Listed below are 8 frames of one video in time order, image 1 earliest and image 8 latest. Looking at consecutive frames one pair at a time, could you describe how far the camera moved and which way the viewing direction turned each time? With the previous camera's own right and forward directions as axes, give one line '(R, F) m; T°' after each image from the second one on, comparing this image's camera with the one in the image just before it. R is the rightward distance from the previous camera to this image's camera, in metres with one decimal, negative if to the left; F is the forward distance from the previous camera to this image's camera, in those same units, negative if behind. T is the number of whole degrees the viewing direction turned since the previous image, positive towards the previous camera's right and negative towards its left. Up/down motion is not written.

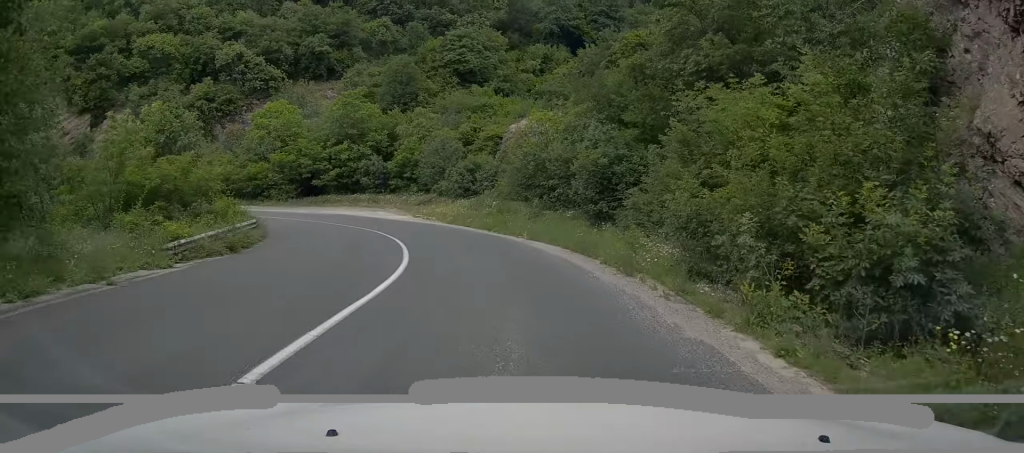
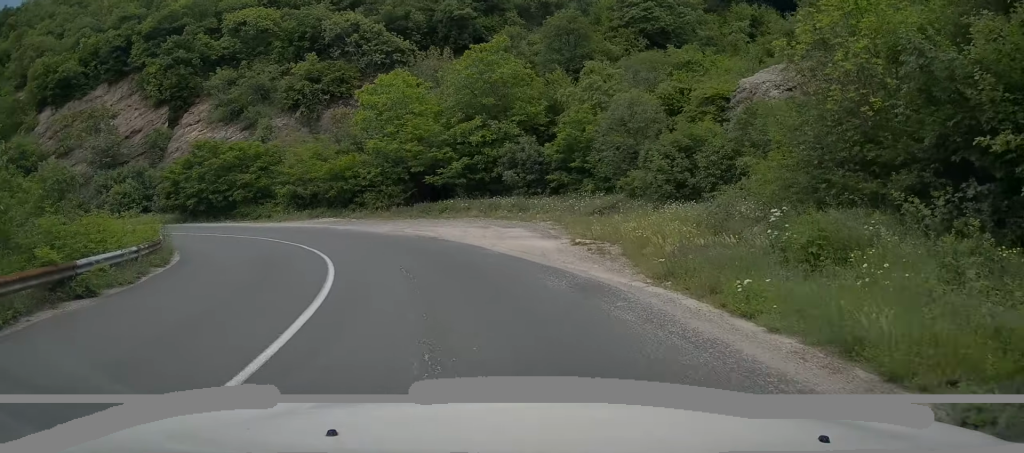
(-2.2, +19.1) m; -17°
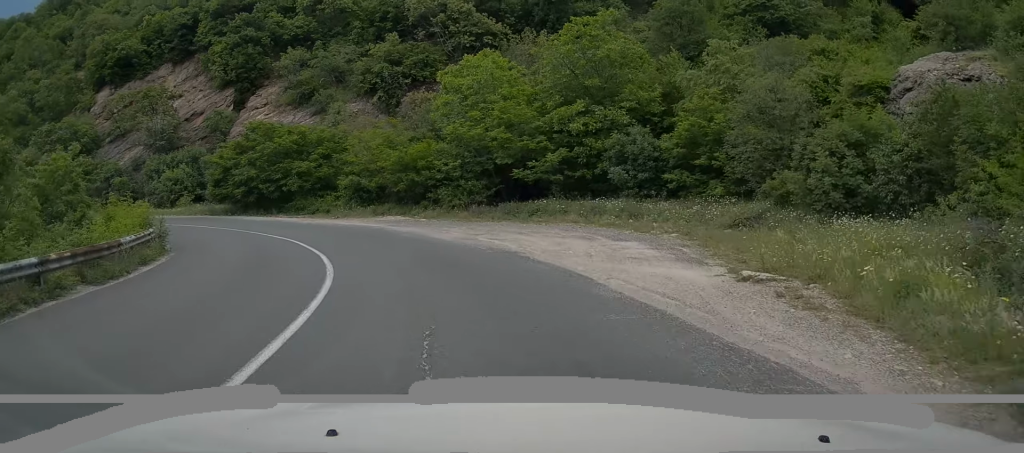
(-0.1, +5.9) m; -8°
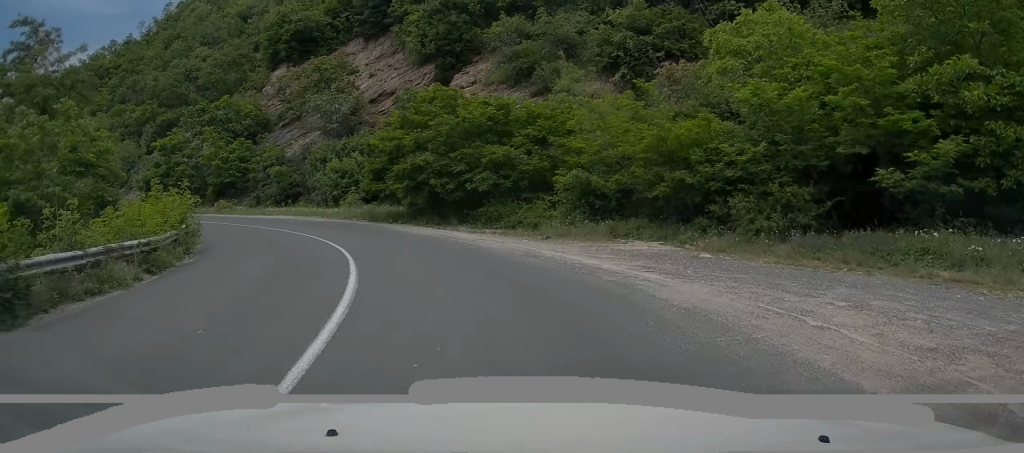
(-2.1, +12.5) m; -24°
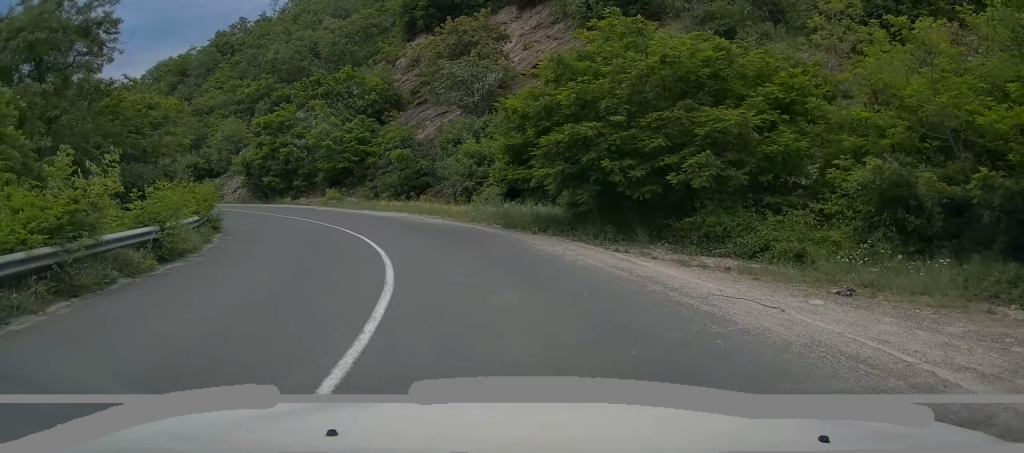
(-1.9, +9.3) m; -17°
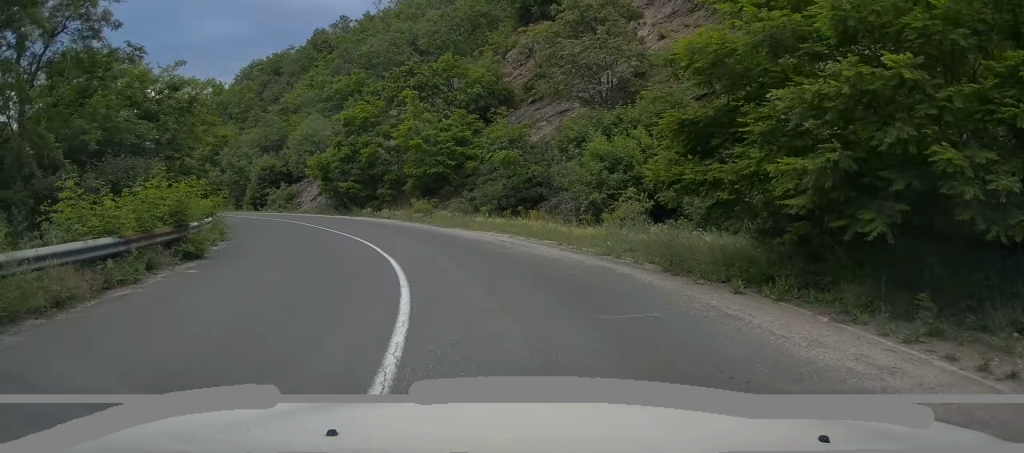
(-0.9, +7.5) m; -10°
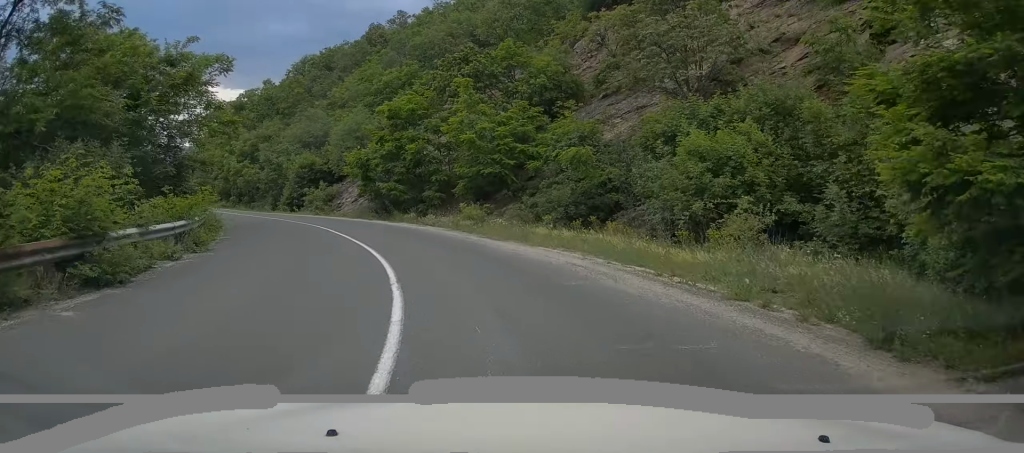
(0.0, +4.6) m; -6°
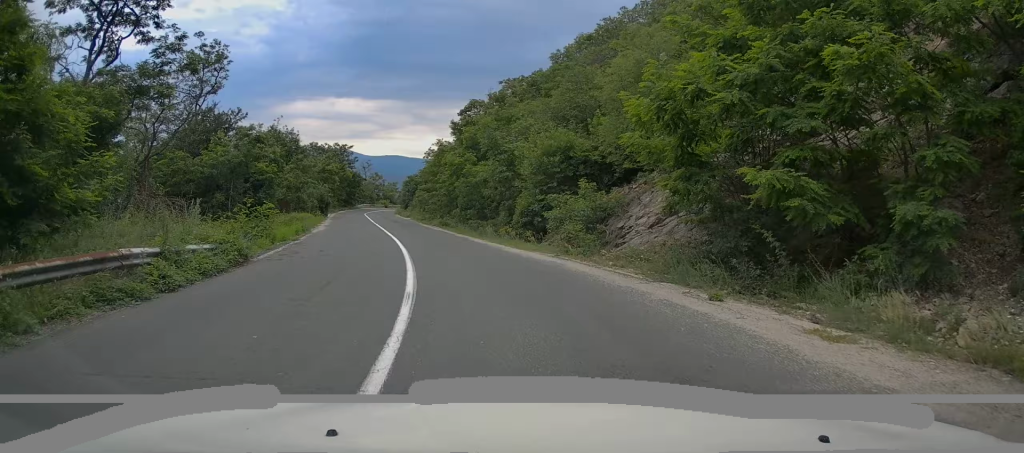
(-3.8, +20.8) m; -19°
